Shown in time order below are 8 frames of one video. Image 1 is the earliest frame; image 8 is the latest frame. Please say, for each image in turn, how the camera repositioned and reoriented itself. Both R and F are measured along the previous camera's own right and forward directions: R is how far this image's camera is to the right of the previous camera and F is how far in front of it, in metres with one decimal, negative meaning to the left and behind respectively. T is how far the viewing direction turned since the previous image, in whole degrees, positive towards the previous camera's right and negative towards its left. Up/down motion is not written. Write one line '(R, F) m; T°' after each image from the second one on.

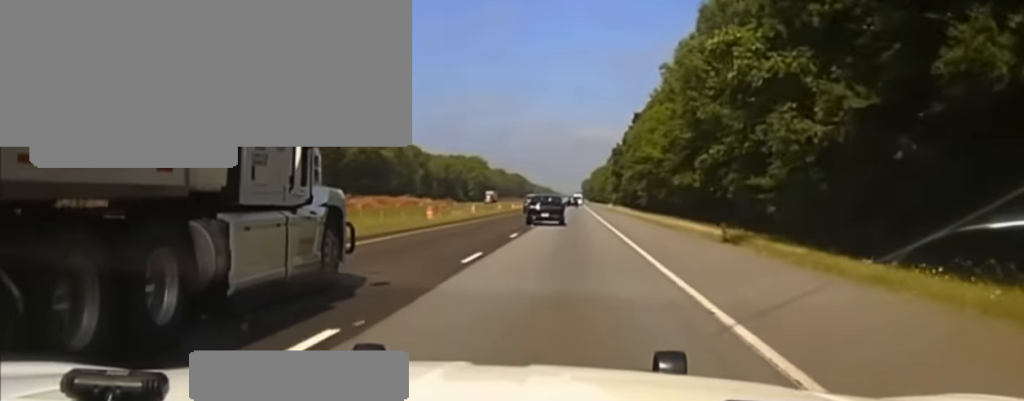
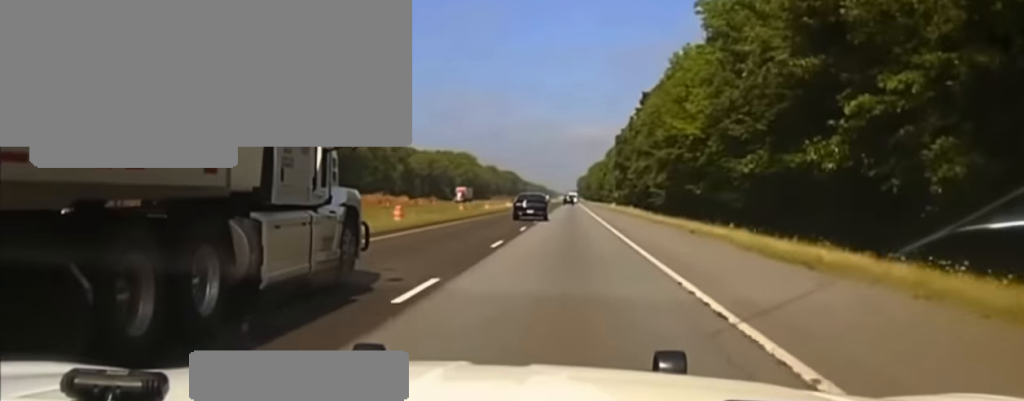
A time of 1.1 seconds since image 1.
(+0.2, +31.8) m; +1°
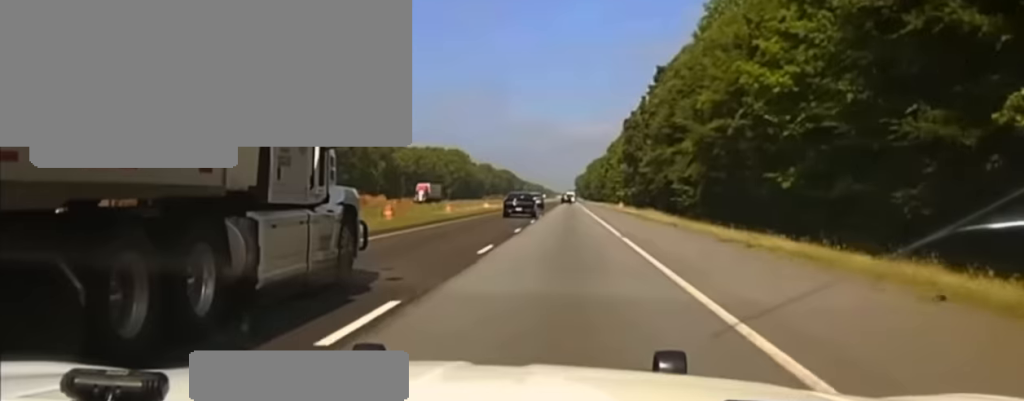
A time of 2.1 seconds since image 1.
(+0.2, +27.7) m; 0°
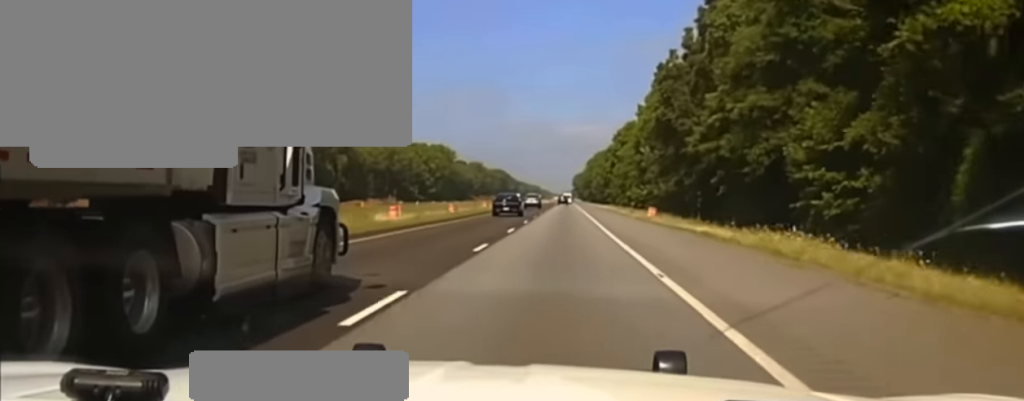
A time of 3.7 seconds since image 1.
(-0.4, +47.8) m; 0°
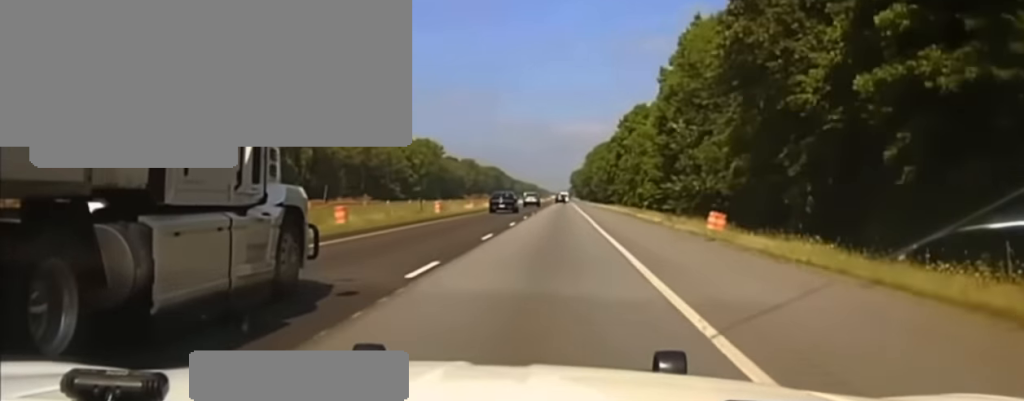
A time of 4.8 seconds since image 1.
(+0.2, +32.9) m; 0°
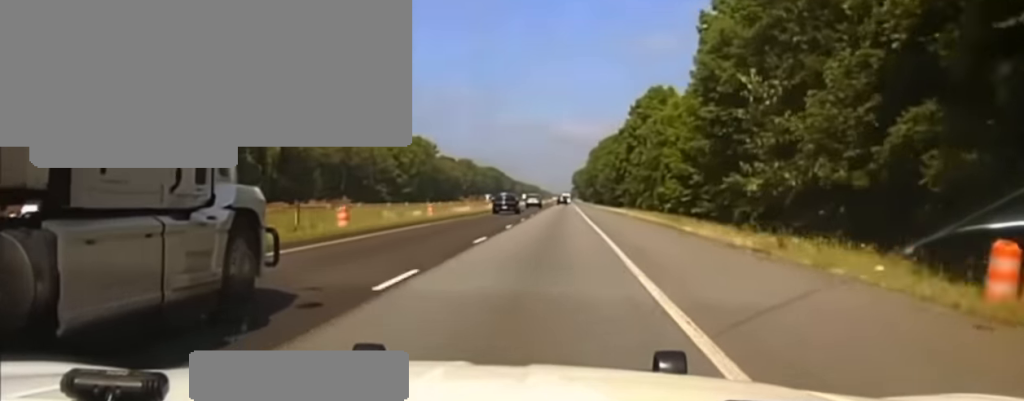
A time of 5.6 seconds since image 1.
(-0.3, +24.2) m; -1°
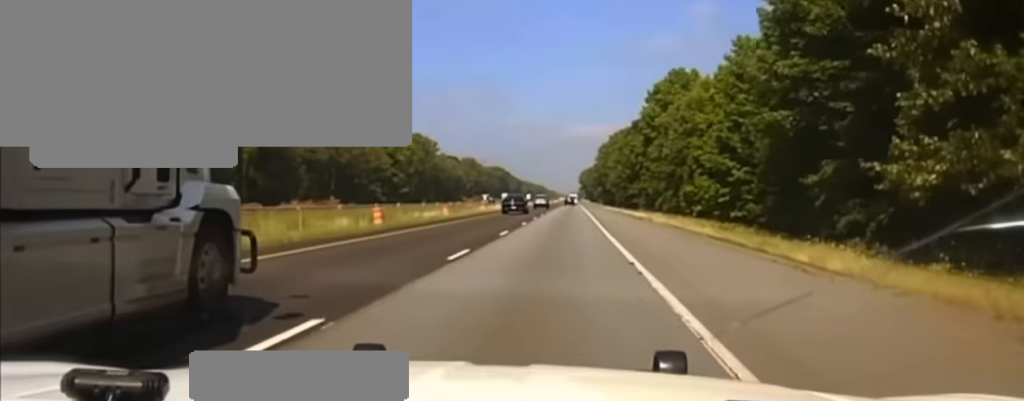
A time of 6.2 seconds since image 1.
(0.0, +18.3) m; 0°
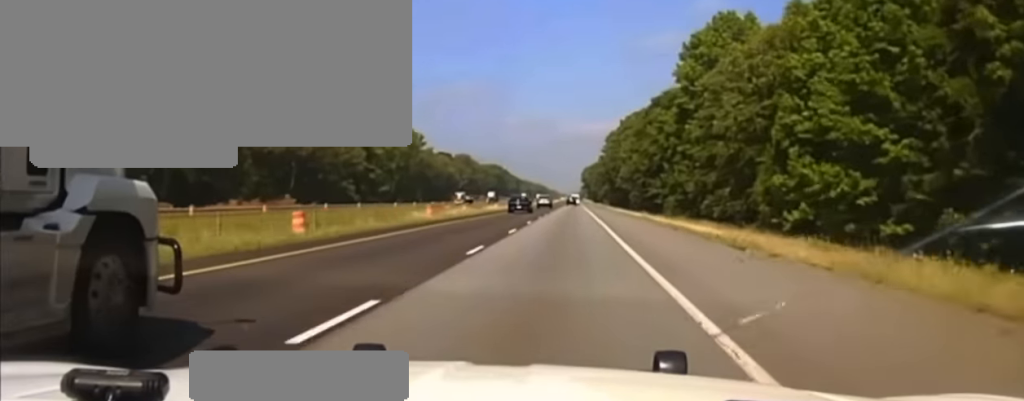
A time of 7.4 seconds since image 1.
(0.0, +35.9) m; 0°
